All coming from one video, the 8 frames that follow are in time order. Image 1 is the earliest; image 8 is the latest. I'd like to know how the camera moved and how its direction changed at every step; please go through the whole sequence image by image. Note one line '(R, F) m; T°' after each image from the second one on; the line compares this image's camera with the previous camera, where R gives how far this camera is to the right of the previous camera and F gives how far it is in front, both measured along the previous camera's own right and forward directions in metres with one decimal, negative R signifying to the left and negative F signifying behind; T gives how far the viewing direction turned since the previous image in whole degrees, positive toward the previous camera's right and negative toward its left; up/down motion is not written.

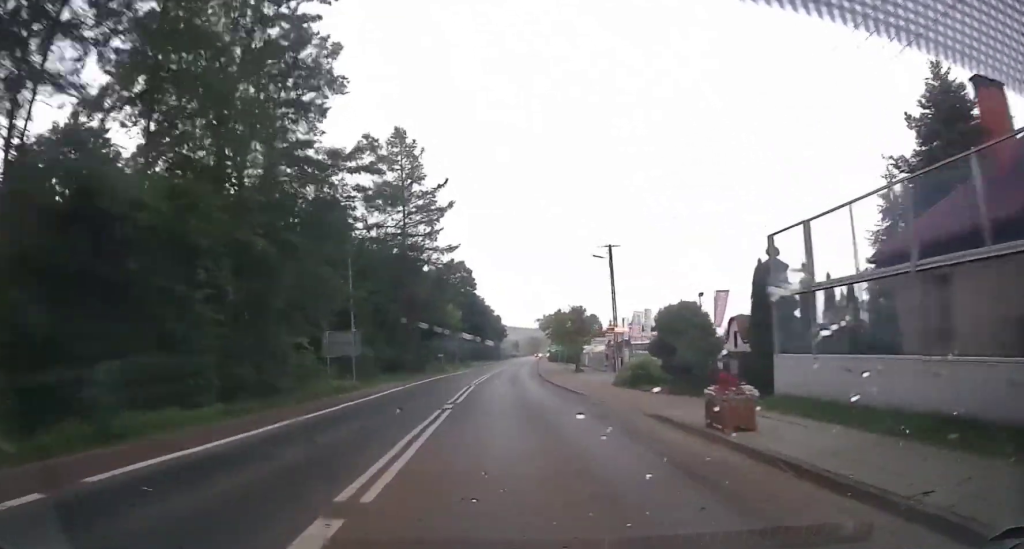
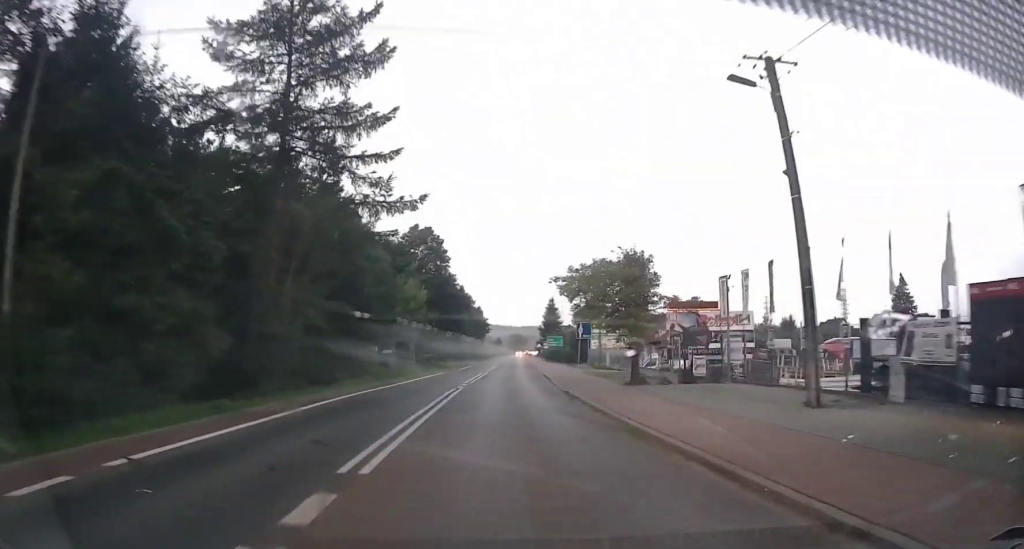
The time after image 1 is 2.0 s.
(+0.6, +33.8) m; +1°
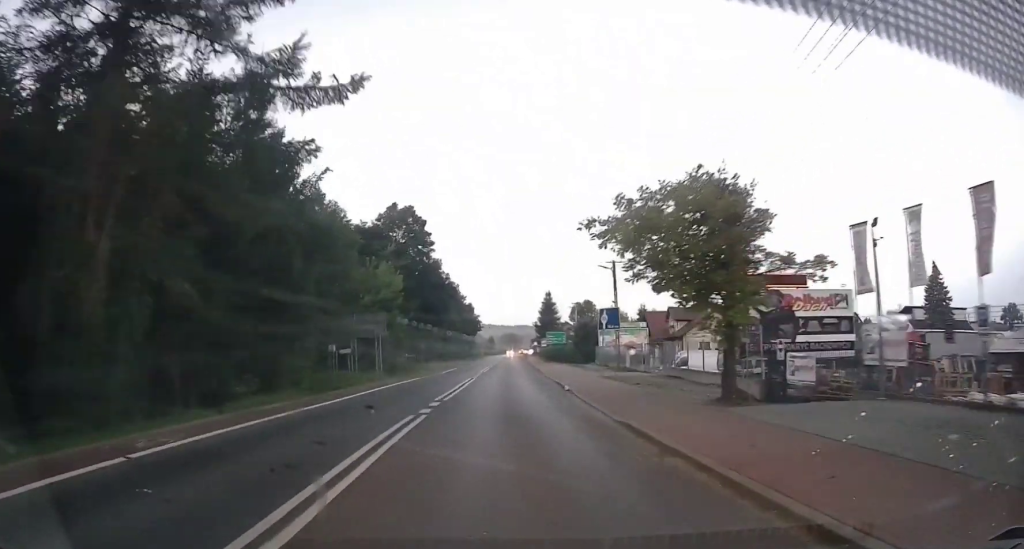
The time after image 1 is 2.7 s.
(0.0, +12.4) m; 0°
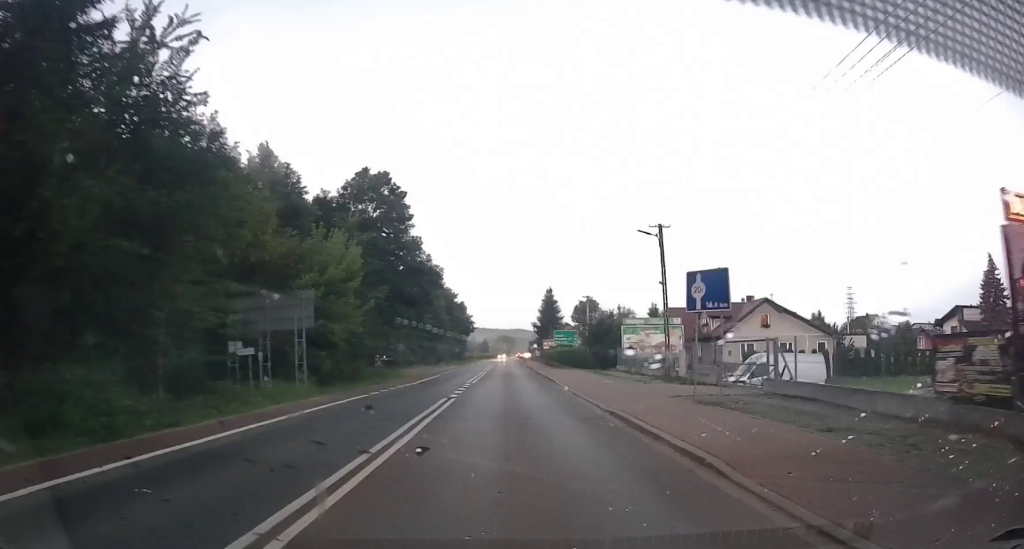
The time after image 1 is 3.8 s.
(-0.1, +16.0) m; 0°
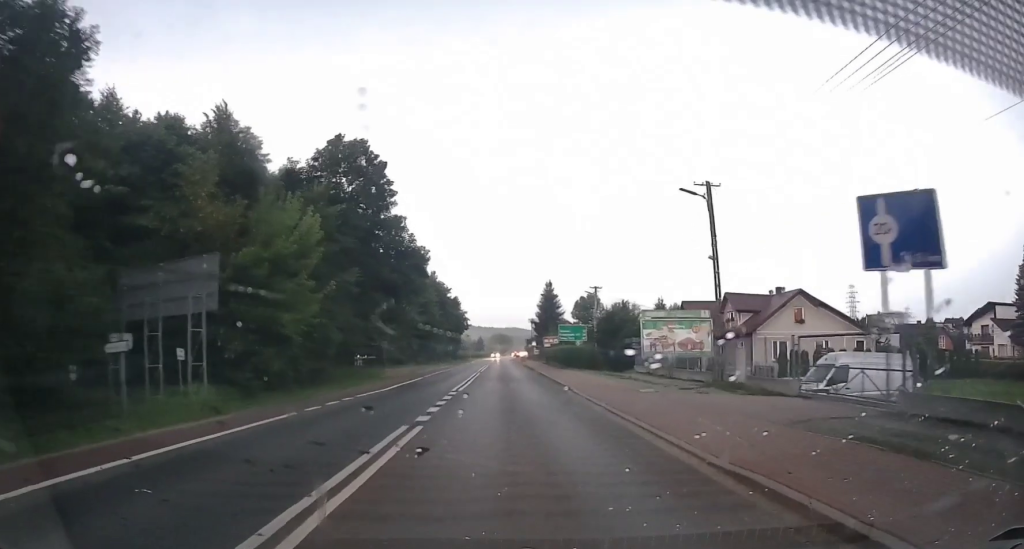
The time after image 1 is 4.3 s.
(0.0, +7.8) m; 0°
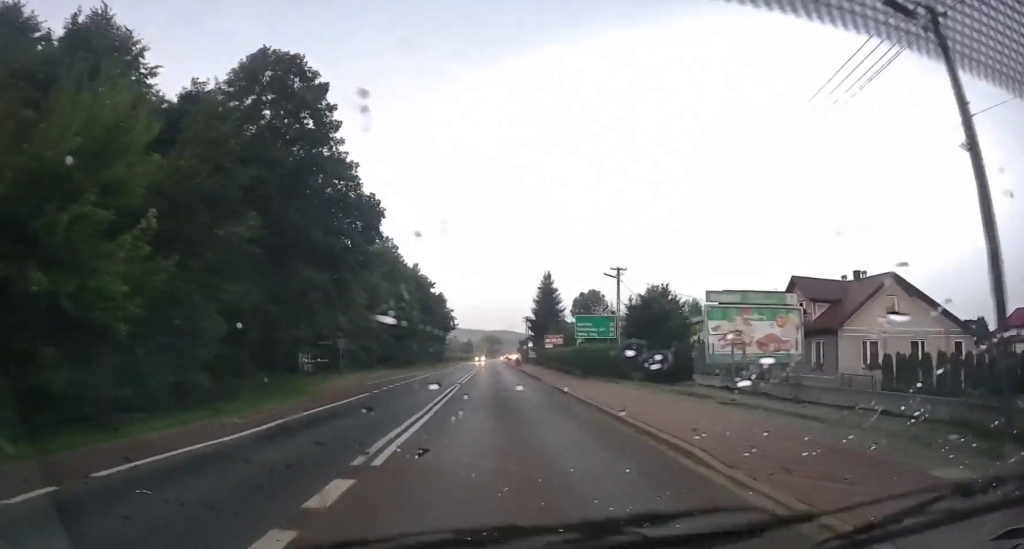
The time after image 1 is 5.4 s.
(0.0, +14.4) m; 0°
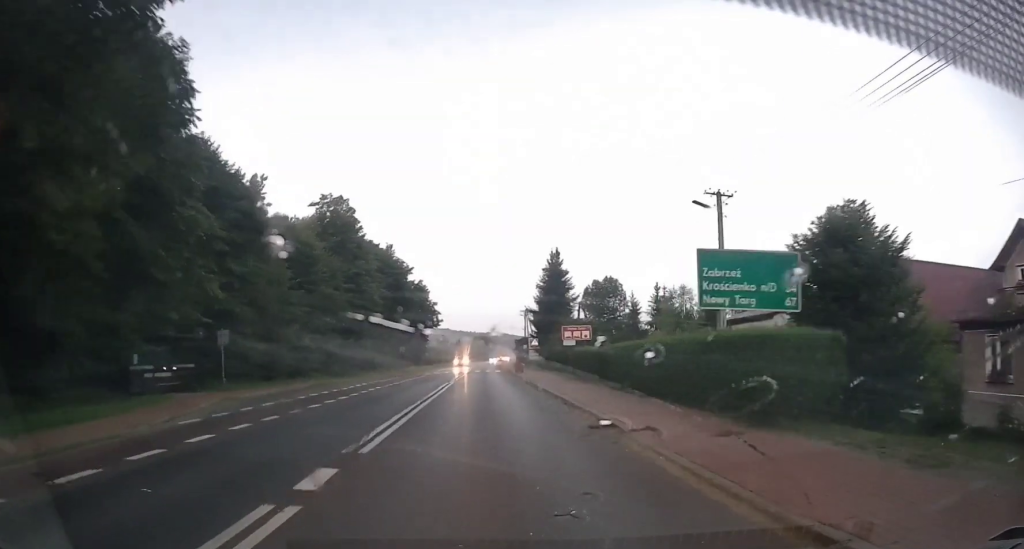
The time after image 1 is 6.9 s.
(-0.1, +18.7) m; 0°
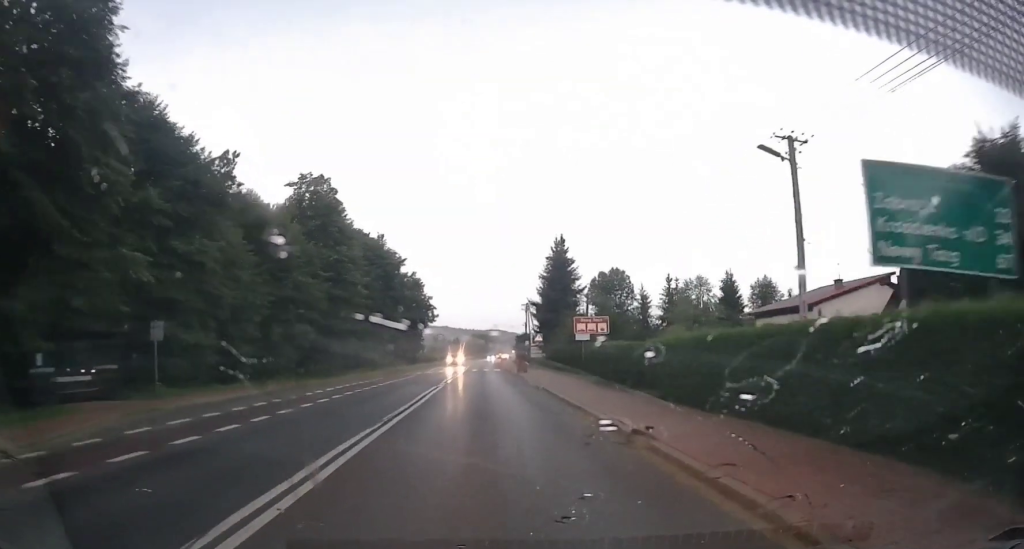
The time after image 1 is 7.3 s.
(0.0, +5.6) m; 0°
